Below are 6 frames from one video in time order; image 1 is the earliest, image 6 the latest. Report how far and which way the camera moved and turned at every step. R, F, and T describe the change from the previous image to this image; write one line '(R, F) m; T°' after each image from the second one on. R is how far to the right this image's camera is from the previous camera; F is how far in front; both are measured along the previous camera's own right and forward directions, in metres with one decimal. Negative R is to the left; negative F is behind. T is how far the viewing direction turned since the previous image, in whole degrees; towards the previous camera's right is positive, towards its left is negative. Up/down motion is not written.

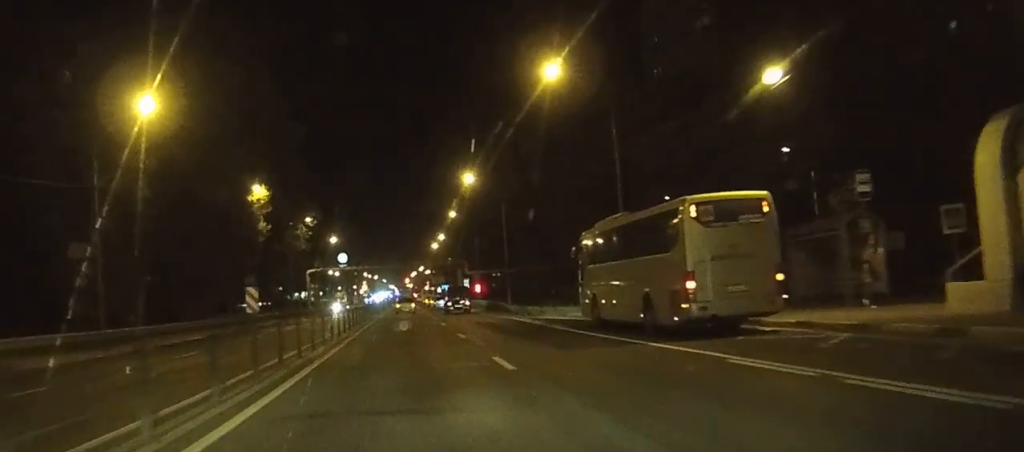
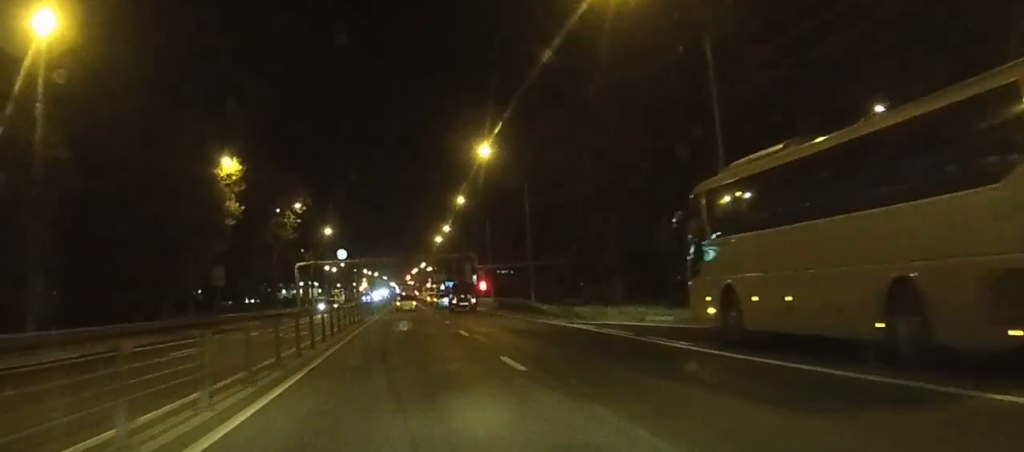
(0.0, +12.5) m; 0°
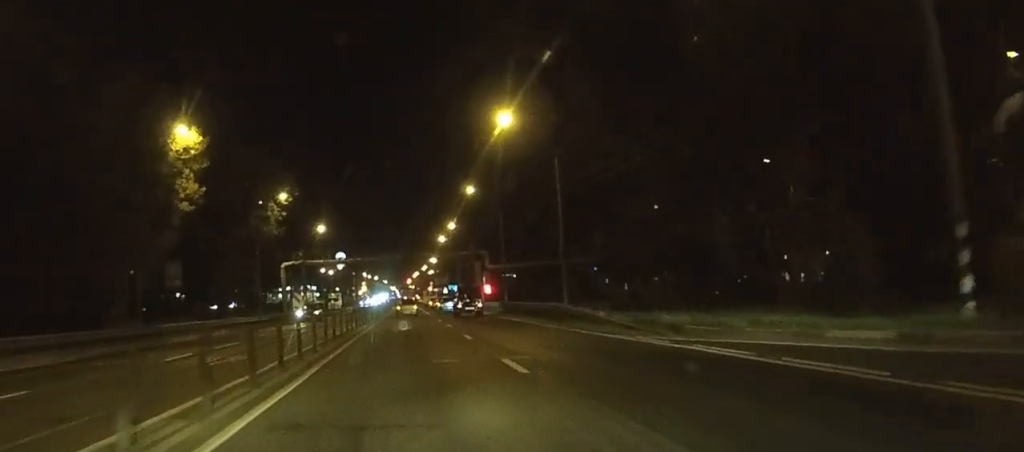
(-0.1, +11.7) m; 0°
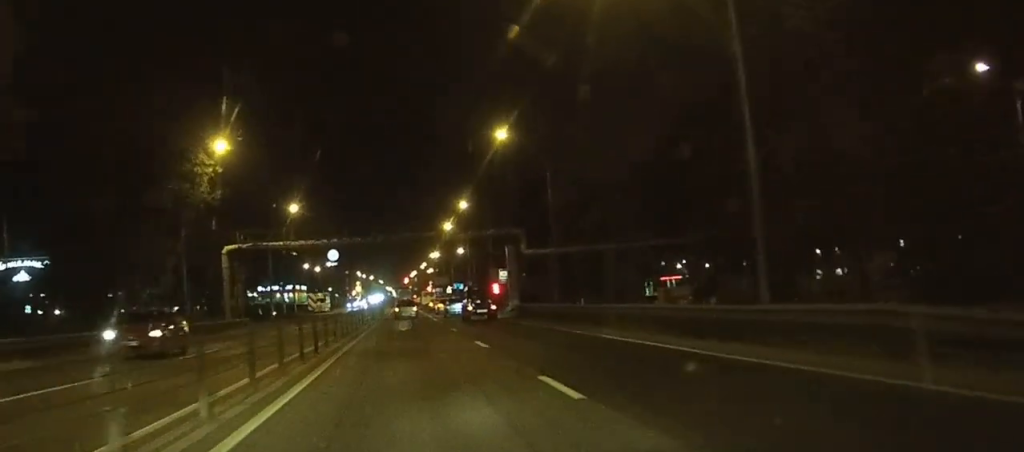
(+0.5, +26.4) m; +1°
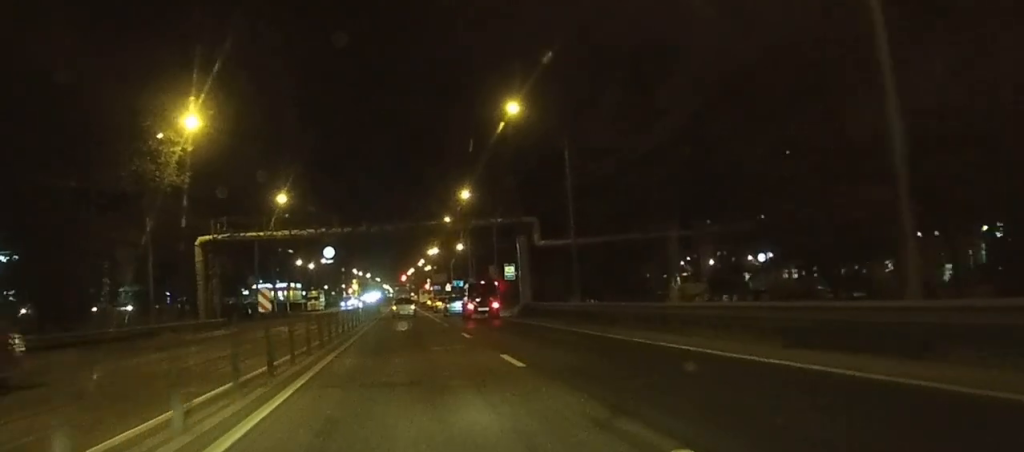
(0.0, +6.7) m; 0°
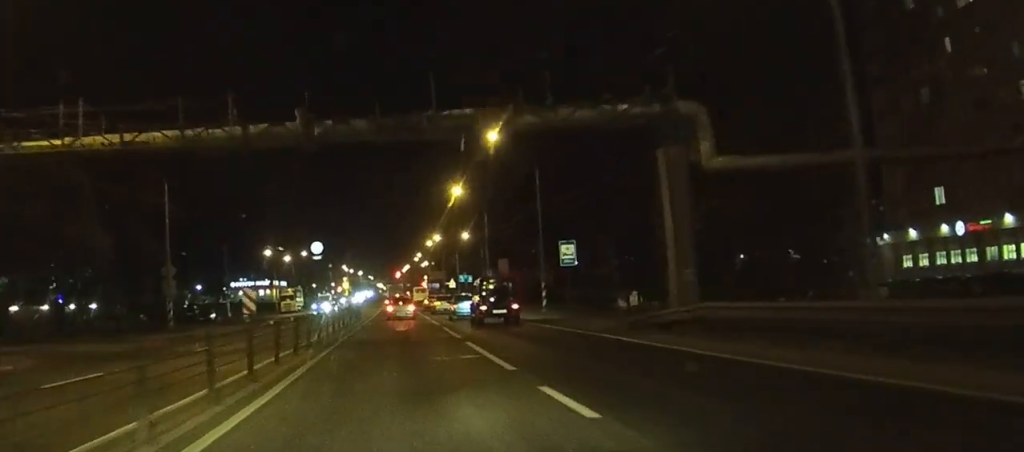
(+0.3, +29.0) m; +1°
